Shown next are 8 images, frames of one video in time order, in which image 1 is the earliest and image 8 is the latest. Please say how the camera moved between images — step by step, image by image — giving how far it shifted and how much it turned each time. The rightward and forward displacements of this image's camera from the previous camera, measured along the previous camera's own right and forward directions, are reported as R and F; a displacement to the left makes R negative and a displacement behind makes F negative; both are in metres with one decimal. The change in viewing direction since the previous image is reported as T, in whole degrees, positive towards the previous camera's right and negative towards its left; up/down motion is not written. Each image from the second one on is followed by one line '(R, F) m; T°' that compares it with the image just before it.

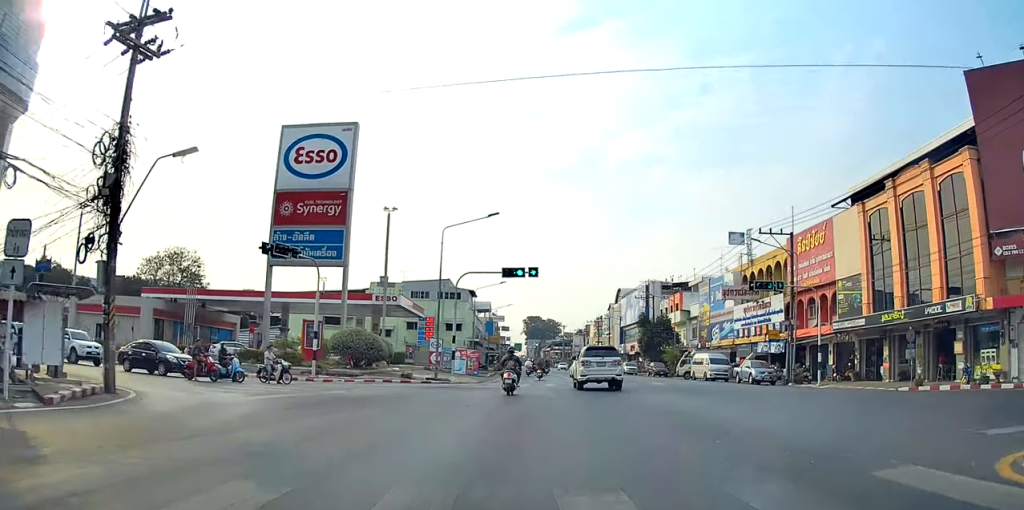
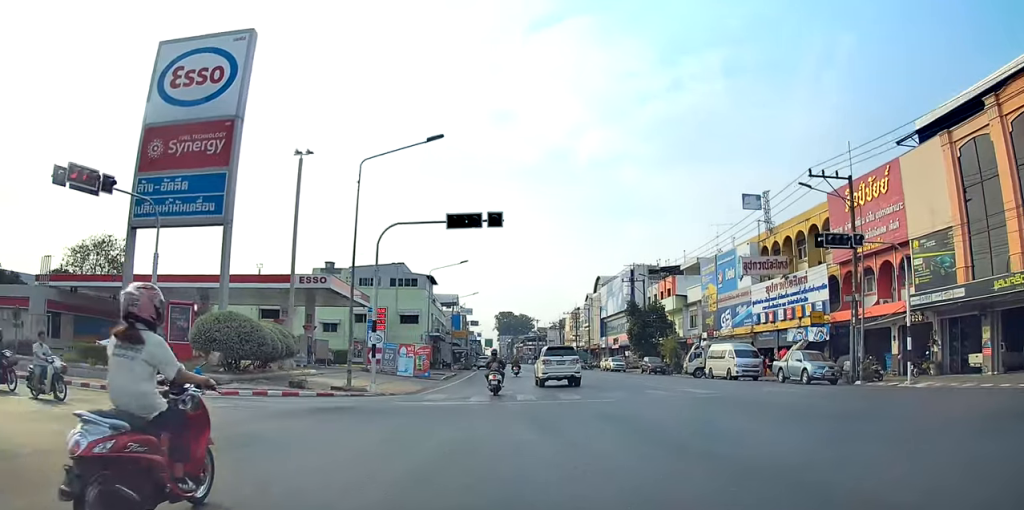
(+0.9, +11.5) m; +7°
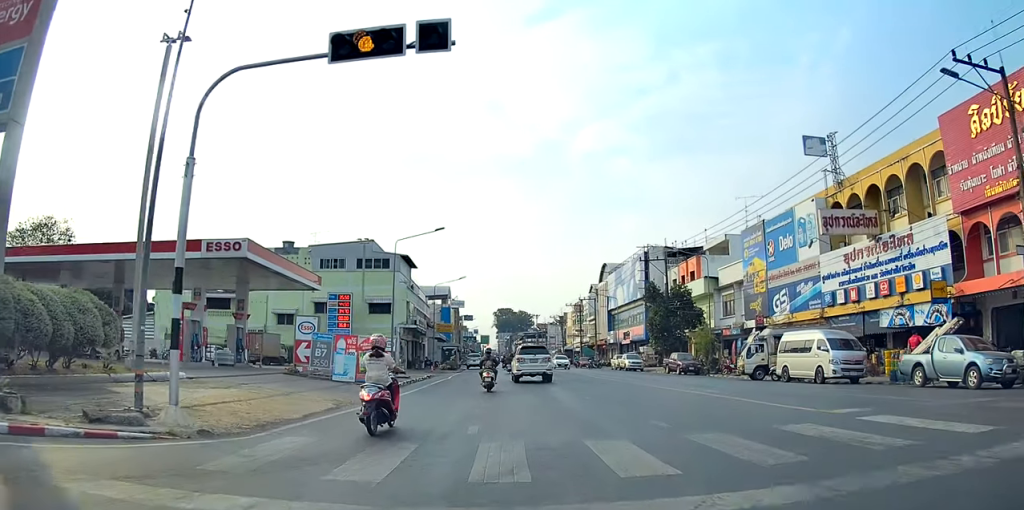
(+0.5, +11.8) m; +4°
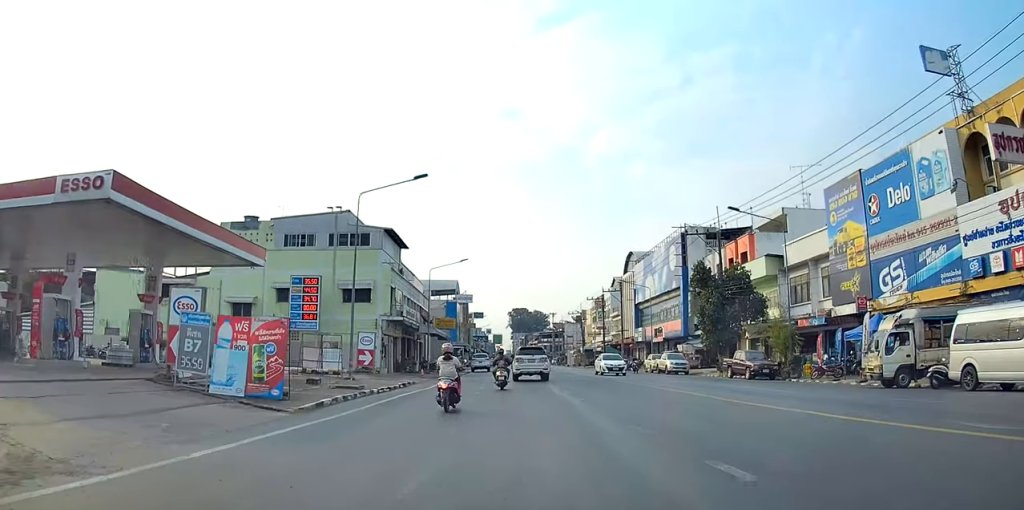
(+0.4, +13.4) m; +2°
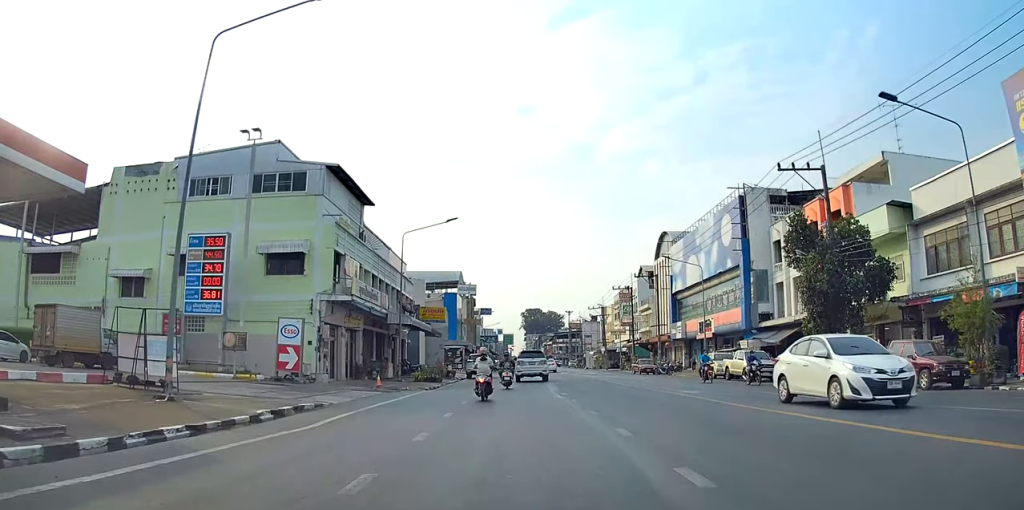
(-0.1, +17.7) m; -2°
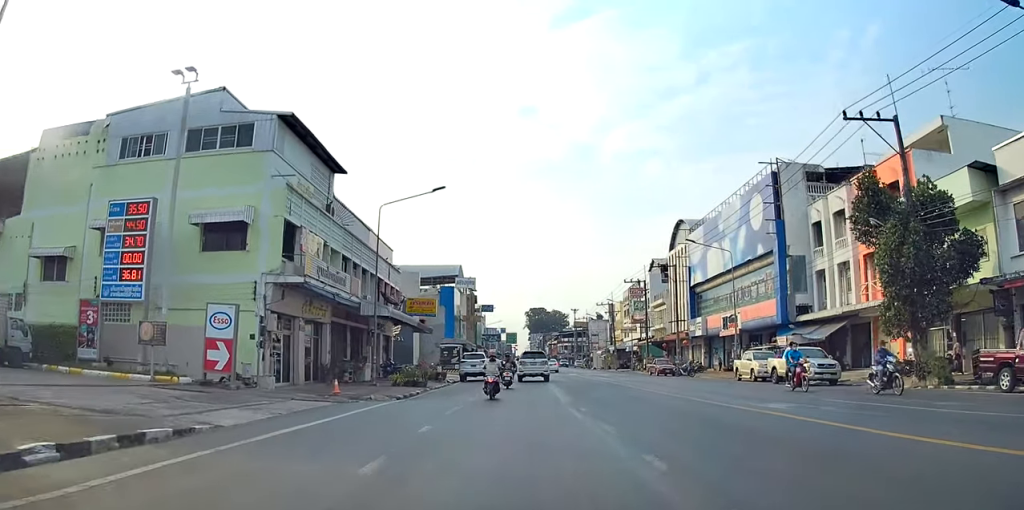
(-0.1, +7.8) m; -1°
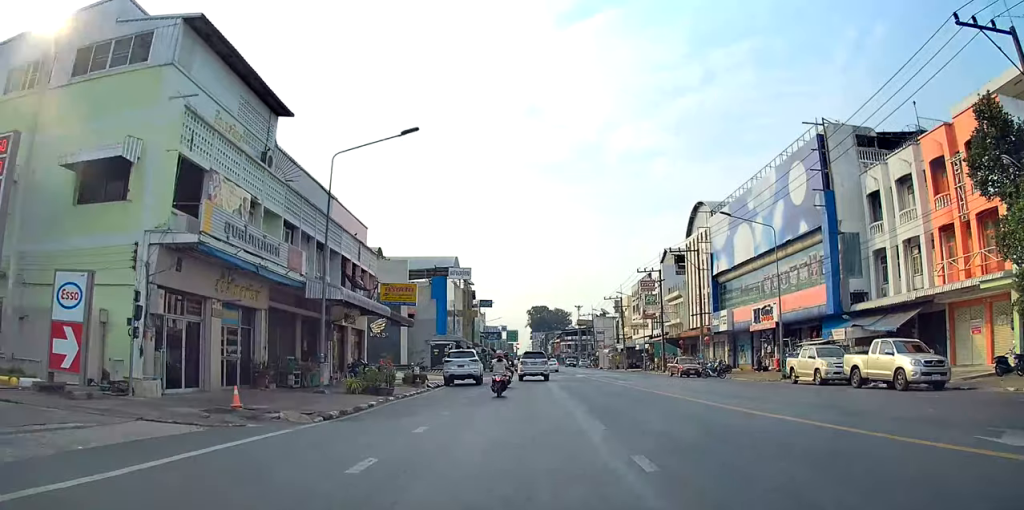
(-0.1, +9.0) m; -2°
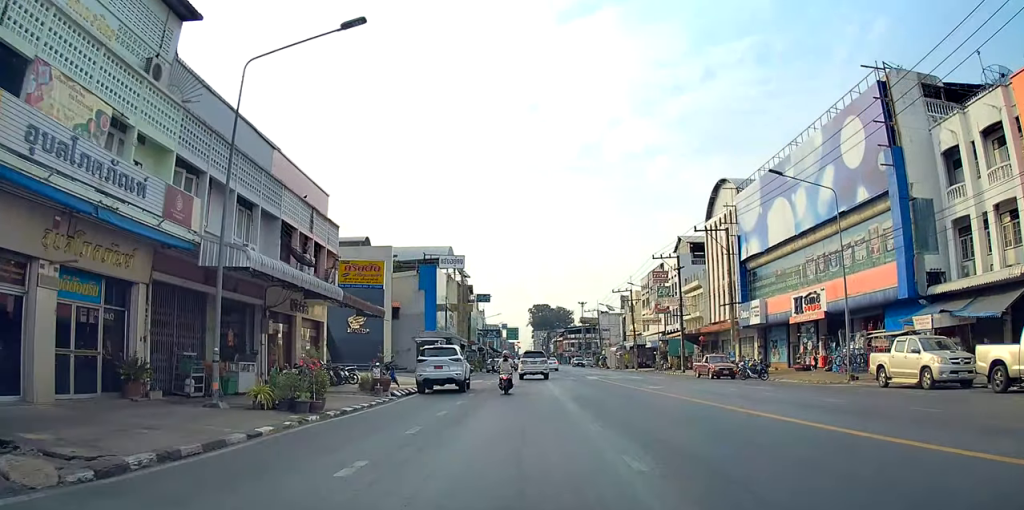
(+0.1, +9.6) m; -4°
